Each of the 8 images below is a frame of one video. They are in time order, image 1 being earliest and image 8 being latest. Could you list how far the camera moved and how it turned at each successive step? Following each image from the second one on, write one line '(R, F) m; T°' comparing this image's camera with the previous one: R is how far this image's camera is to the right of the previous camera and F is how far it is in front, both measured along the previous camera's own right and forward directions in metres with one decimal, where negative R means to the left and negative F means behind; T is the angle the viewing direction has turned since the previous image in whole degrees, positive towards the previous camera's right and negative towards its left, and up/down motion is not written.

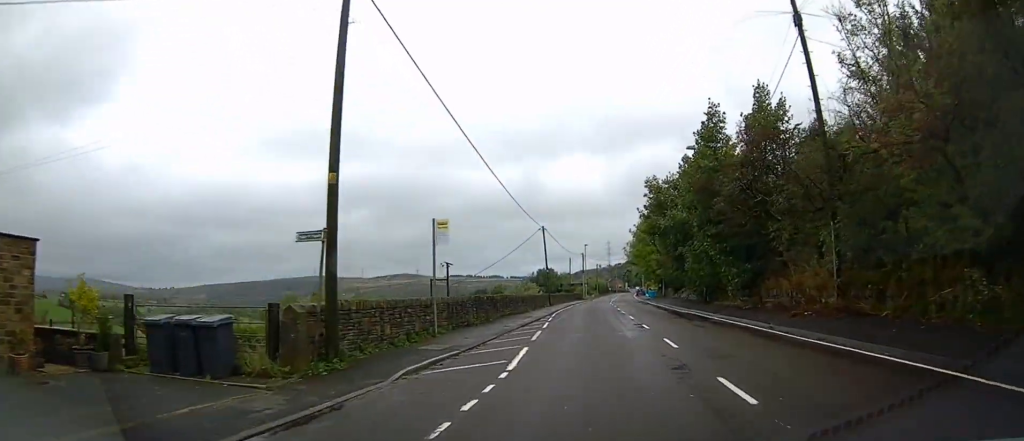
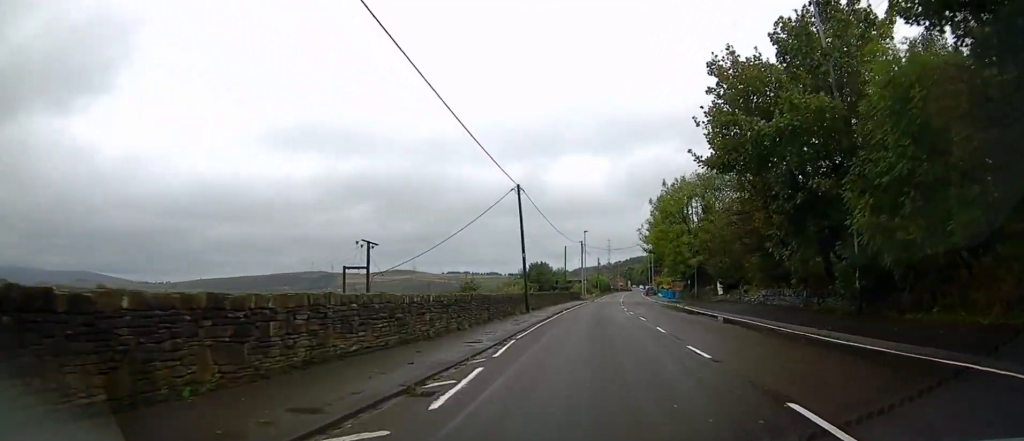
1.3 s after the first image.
(-0.1, +21.2) m; 0°
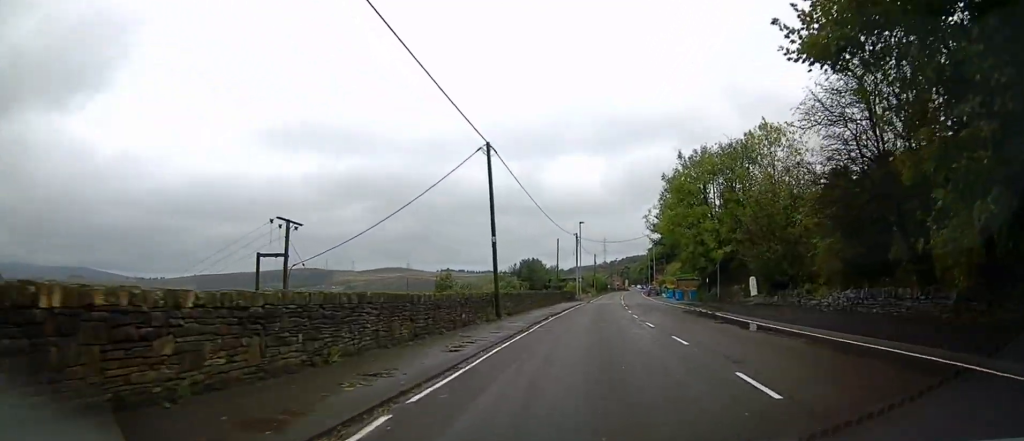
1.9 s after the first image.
(+0.1, +10.0) m; 0°
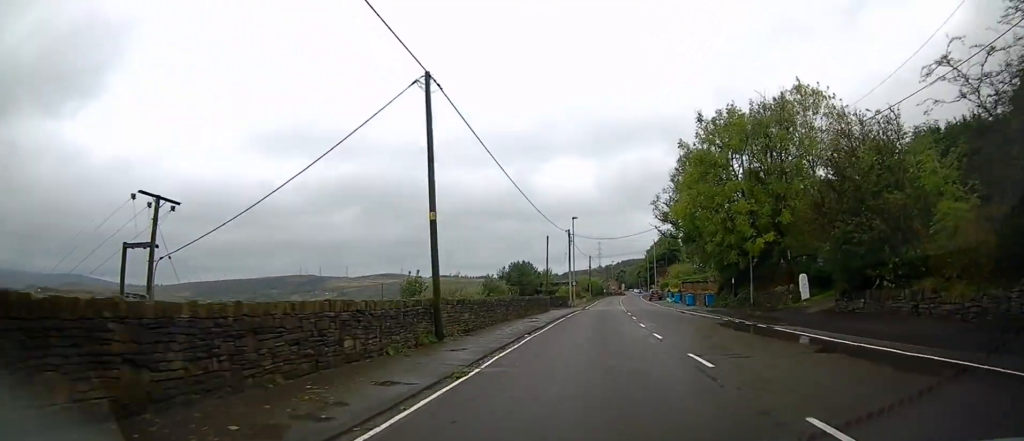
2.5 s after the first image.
(+0.1, +8.9) m; 0°
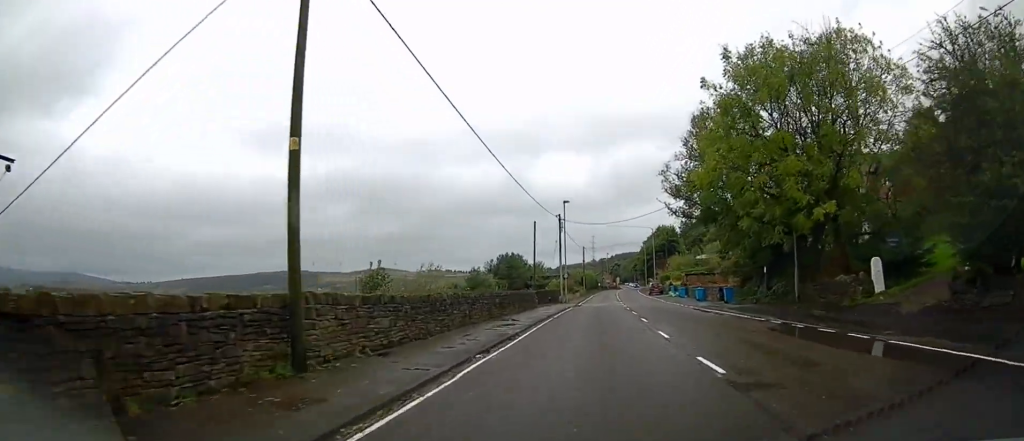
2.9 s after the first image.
(0.0, +7.6) m; 0°
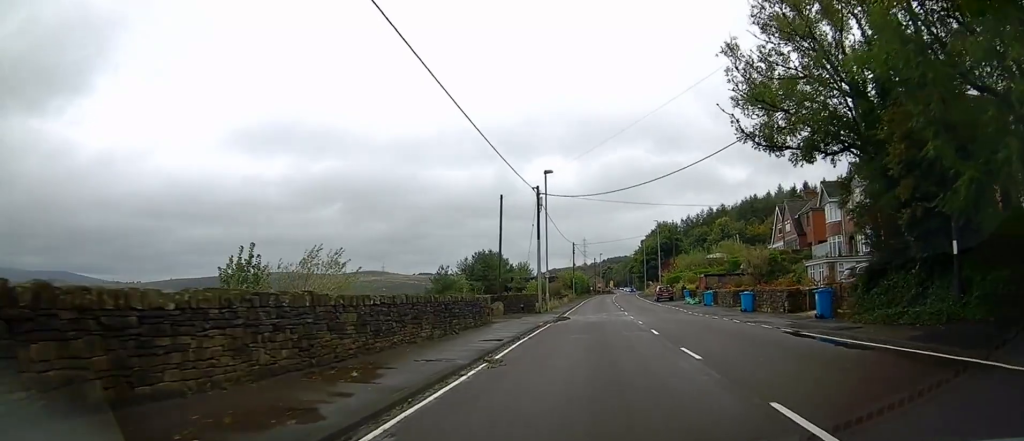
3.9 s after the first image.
(0.0, +16.3) m; +1°
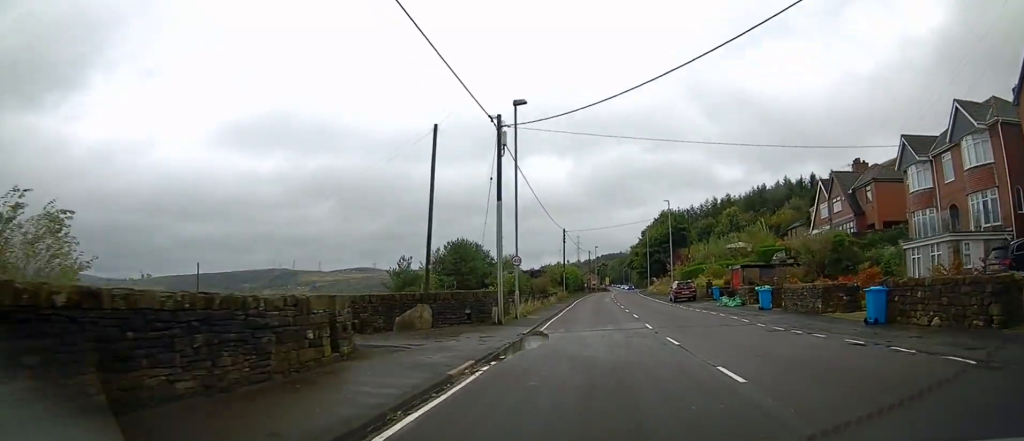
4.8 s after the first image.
(+0.1, +14.7) m; +1°
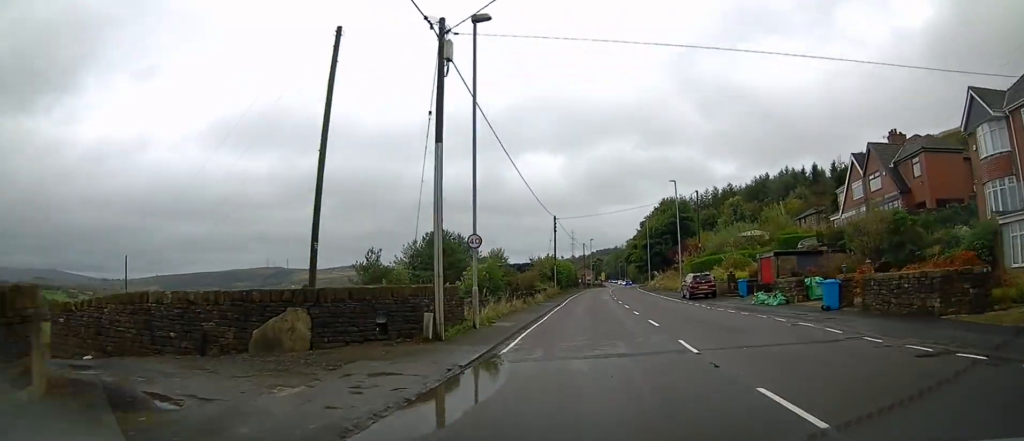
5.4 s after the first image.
(+0.1, +8.7) m; +1°
